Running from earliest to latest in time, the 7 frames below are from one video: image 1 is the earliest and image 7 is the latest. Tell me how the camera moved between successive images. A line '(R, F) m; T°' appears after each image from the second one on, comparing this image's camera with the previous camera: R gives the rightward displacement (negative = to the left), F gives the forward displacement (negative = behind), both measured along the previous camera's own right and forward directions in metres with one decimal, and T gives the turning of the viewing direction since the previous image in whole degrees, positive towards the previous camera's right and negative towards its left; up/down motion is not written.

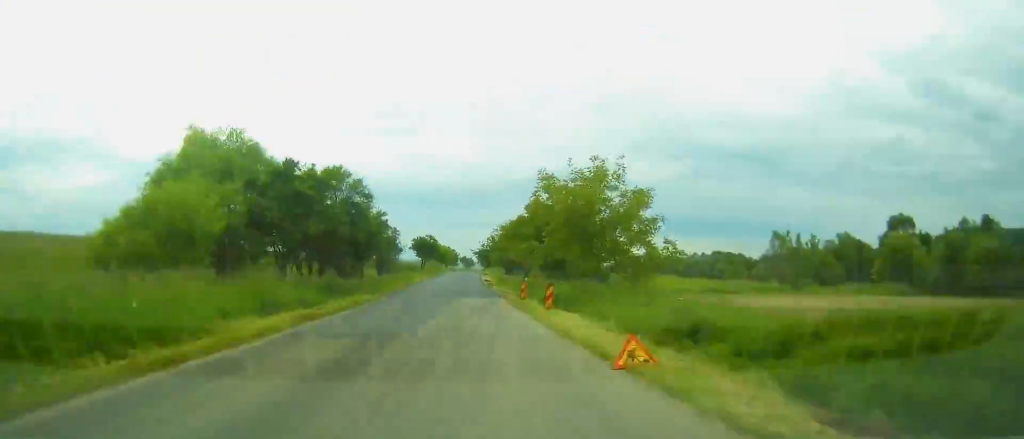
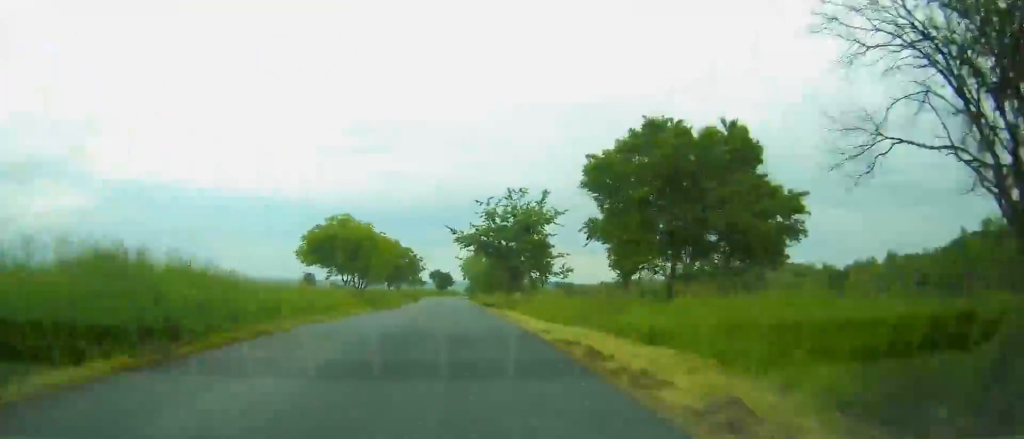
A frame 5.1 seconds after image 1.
(+1.6, +113.0) m; +2°
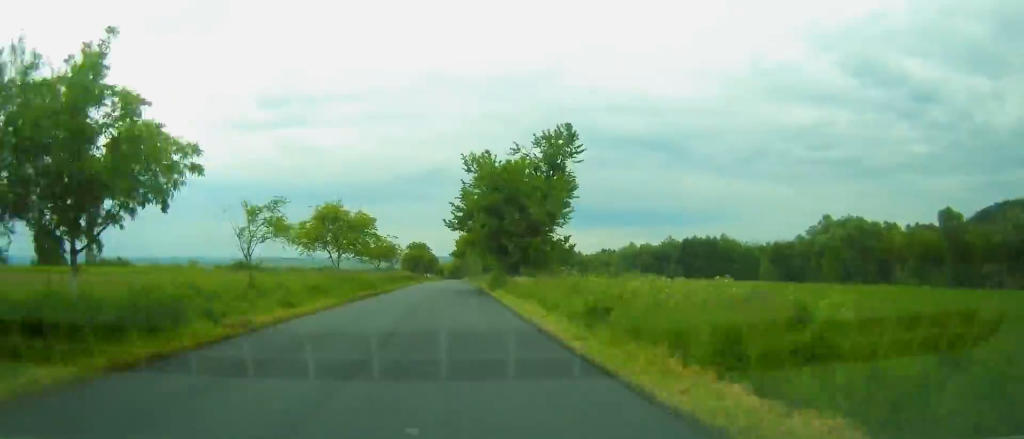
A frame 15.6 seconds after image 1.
(+14.0, +234.9) m; +6°
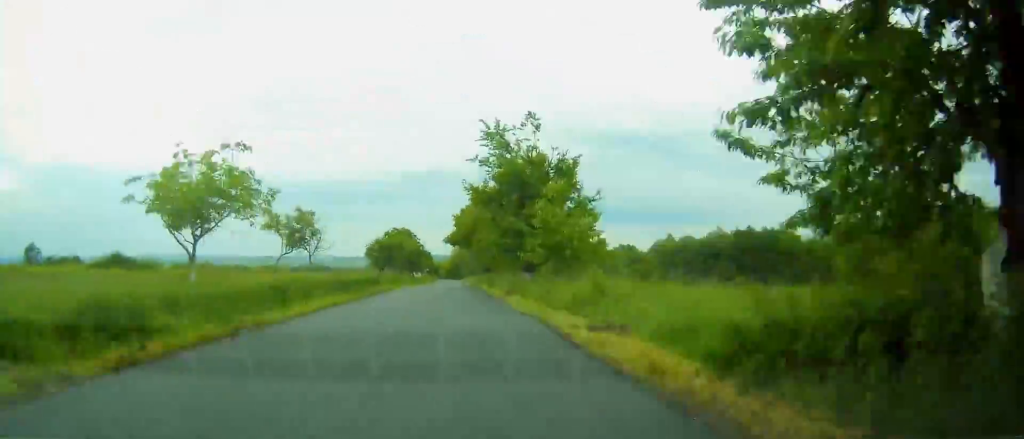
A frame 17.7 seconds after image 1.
(-0.2, +45.0) m; 0°
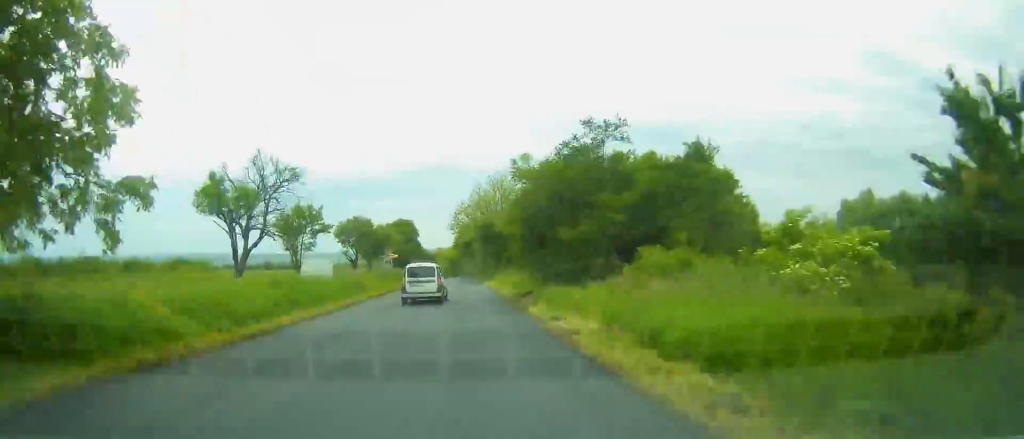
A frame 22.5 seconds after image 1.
(-0.2, +103.4) m; 0°
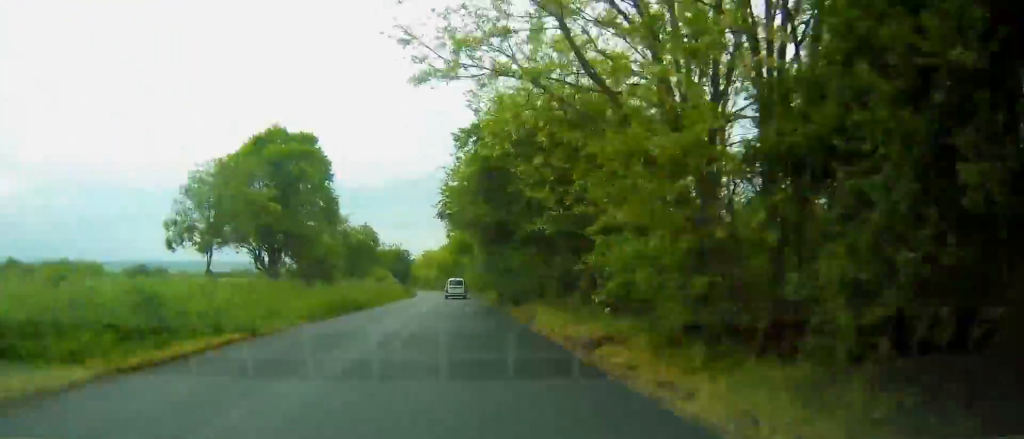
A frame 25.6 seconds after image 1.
(+0.3, +63.2) m; -2°
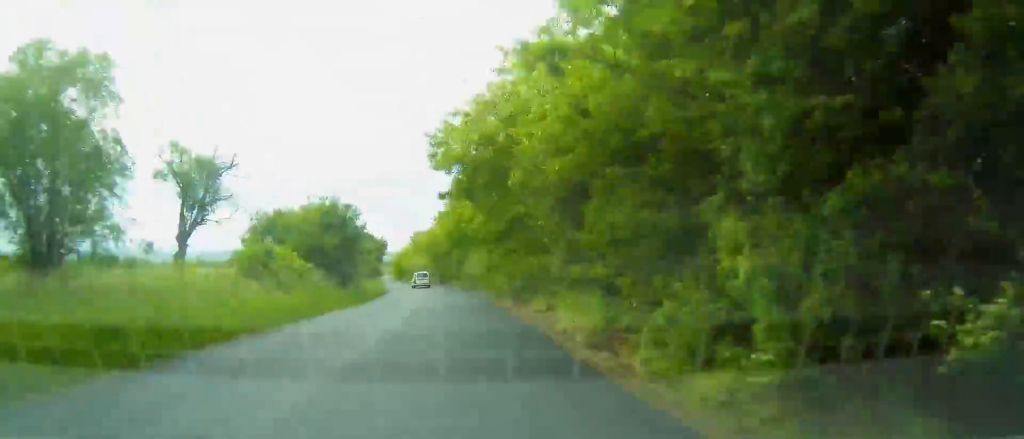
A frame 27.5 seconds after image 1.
(+0.8, +38.2) m; -1°
